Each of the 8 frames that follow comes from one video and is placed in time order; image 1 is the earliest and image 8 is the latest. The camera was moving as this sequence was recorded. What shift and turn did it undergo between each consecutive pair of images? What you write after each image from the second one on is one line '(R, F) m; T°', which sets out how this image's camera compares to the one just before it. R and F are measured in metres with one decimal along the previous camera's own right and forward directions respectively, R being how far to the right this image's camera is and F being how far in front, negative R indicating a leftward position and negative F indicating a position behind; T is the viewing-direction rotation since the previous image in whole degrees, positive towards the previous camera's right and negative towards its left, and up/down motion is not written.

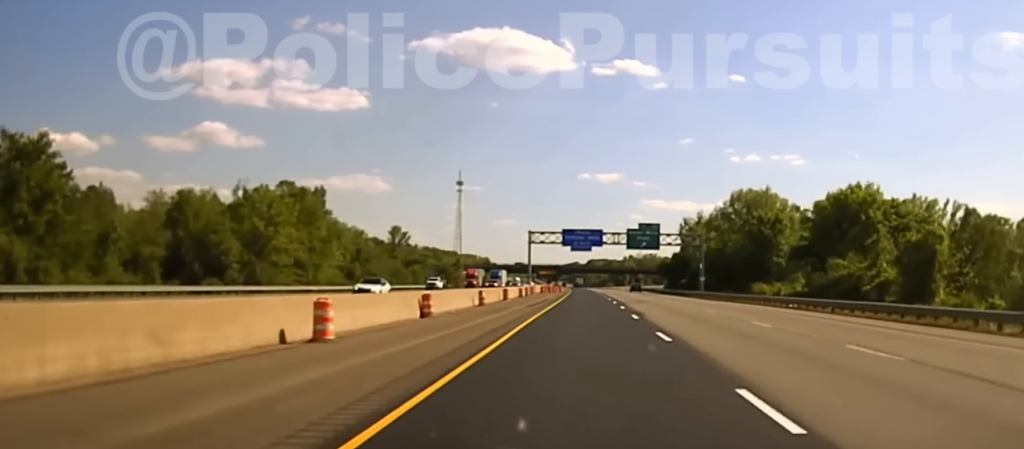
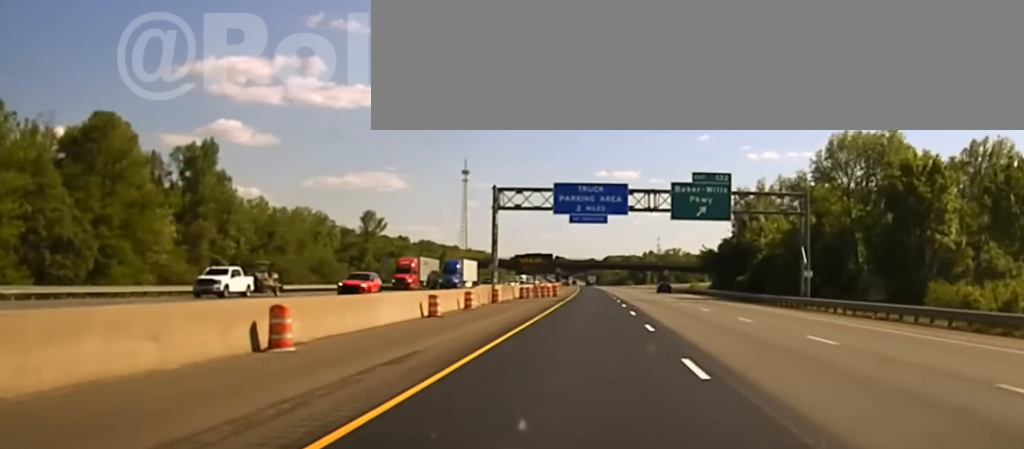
(-0.5, +61.1) m; -1°
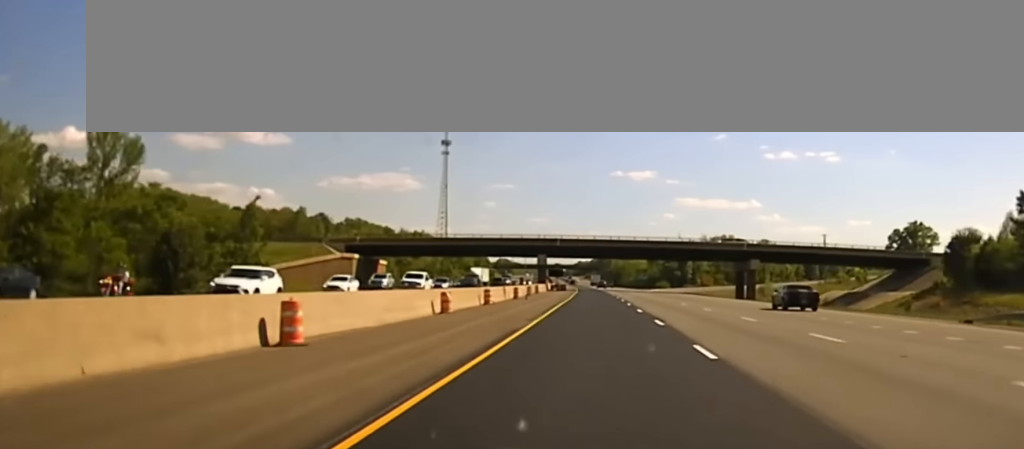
(-0.9, +142.1) m; -1°
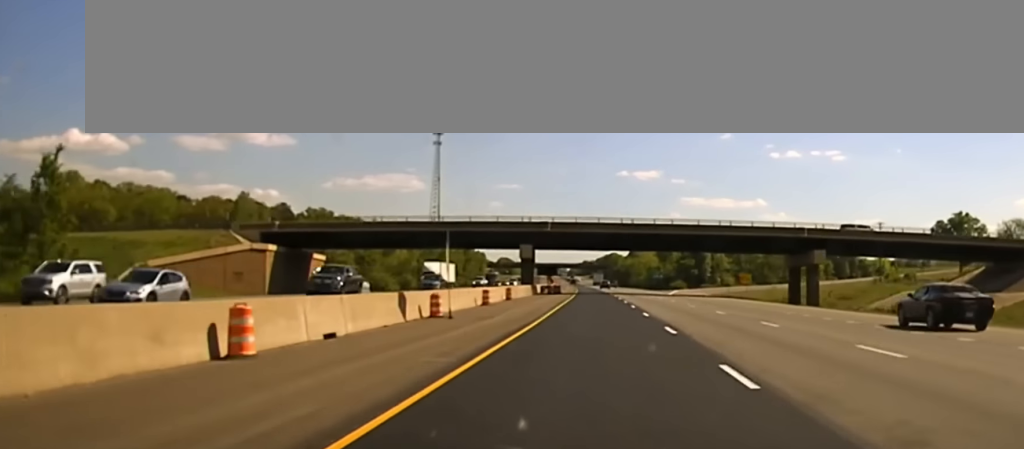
(-0.3, +39.9) m; 0°
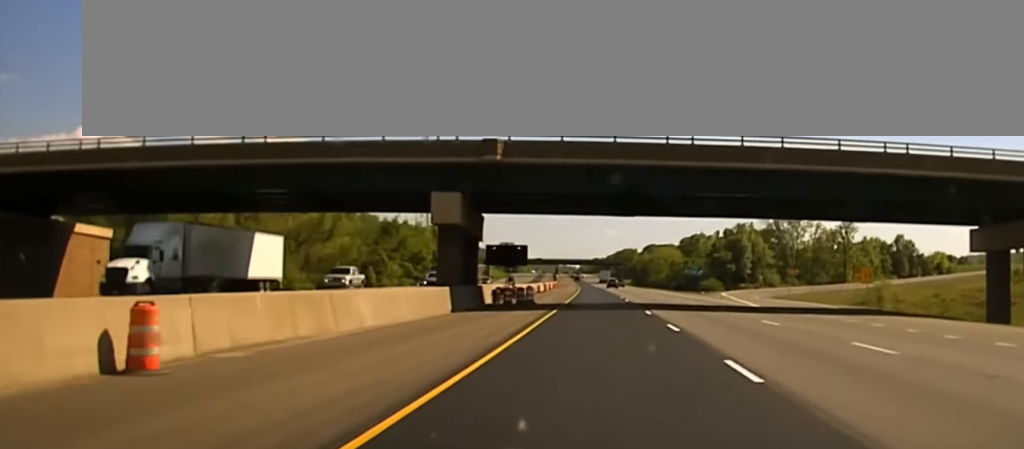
(-0.2, +59.0) m; 0°
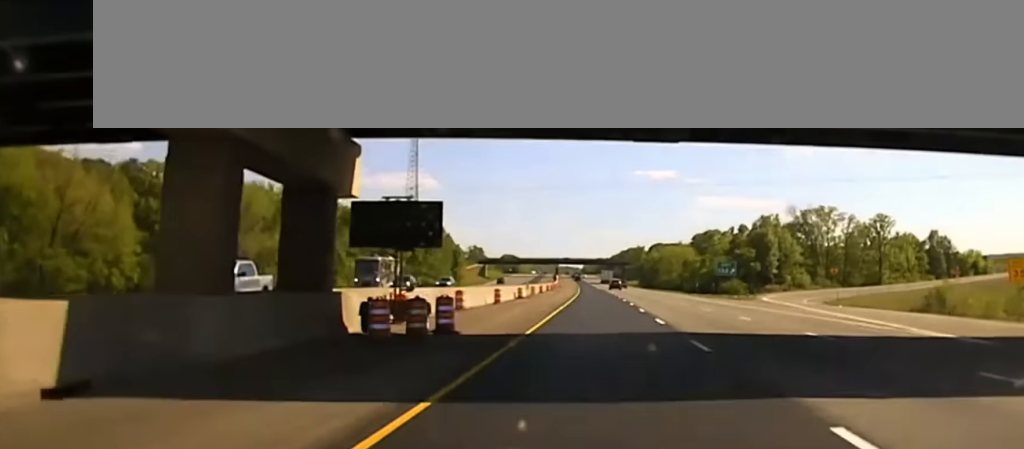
(0.0, +30.9) m; 0°
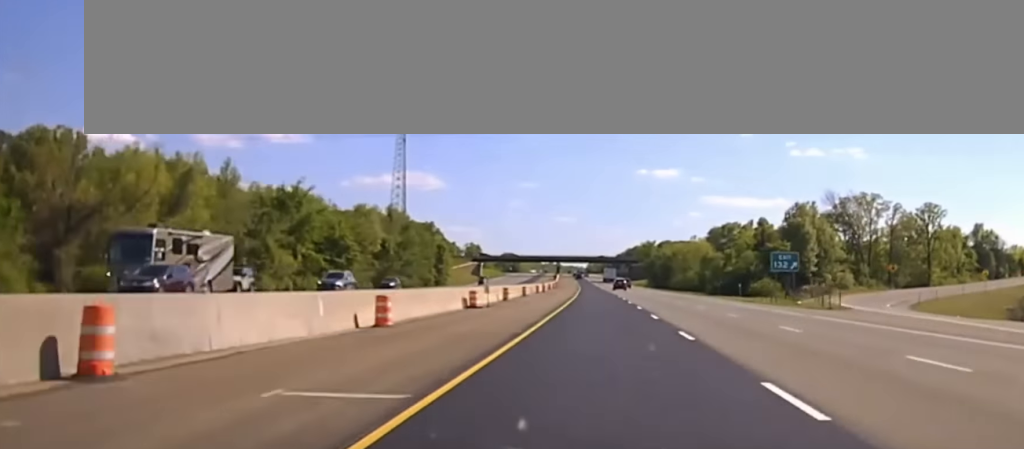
(-0.2, +33.4) m; 0°
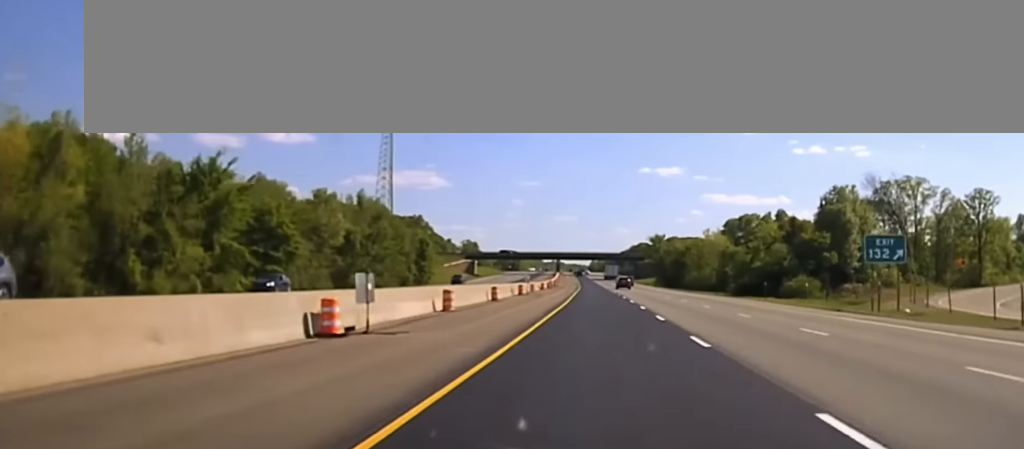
(-0.1, +28.1) m; 0°
